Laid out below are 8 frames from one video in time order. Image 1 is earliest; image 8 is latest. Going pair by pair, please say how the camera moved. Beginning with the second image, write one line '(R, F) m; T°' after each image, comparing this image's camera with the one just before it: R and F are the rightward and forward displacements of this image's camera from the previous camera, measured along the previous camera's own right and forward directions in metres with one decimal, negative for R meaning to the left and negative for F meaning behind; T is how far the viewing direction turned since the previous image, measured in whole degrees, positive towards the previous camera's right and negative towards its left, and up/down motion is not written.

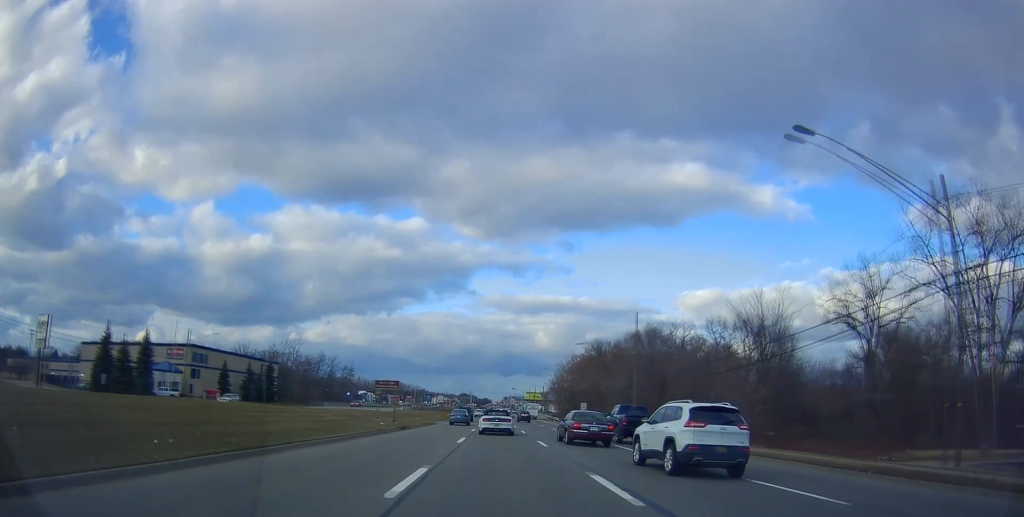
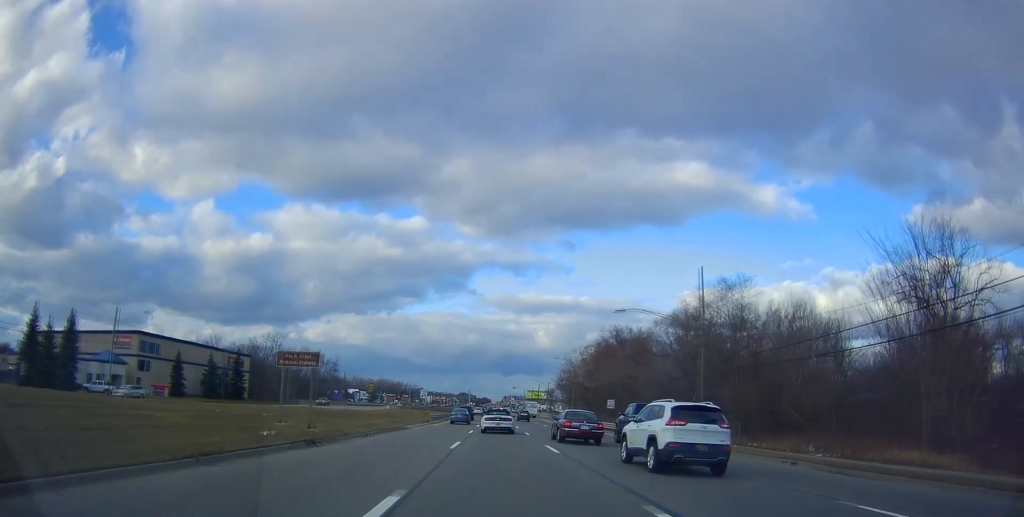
(-0.5, +19.5) m; 0°
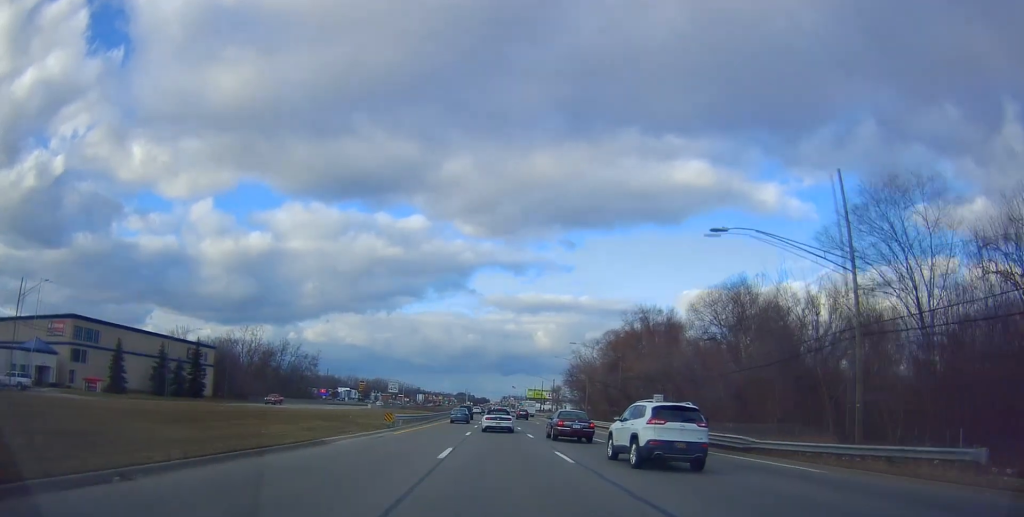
(+0.6, +18.7) m; +2°
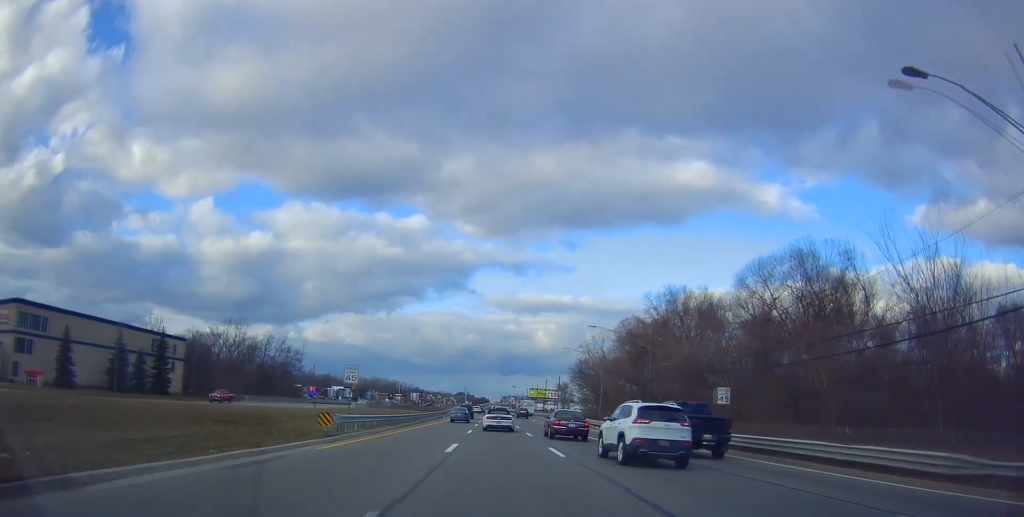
(0.0, +13.2) m; -1°
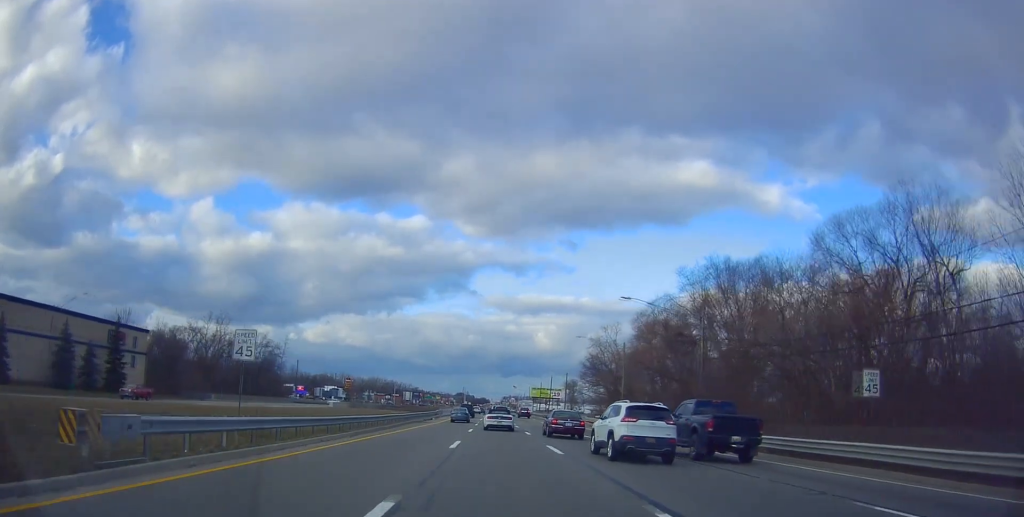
(-0.1, +14.0) m; 0°
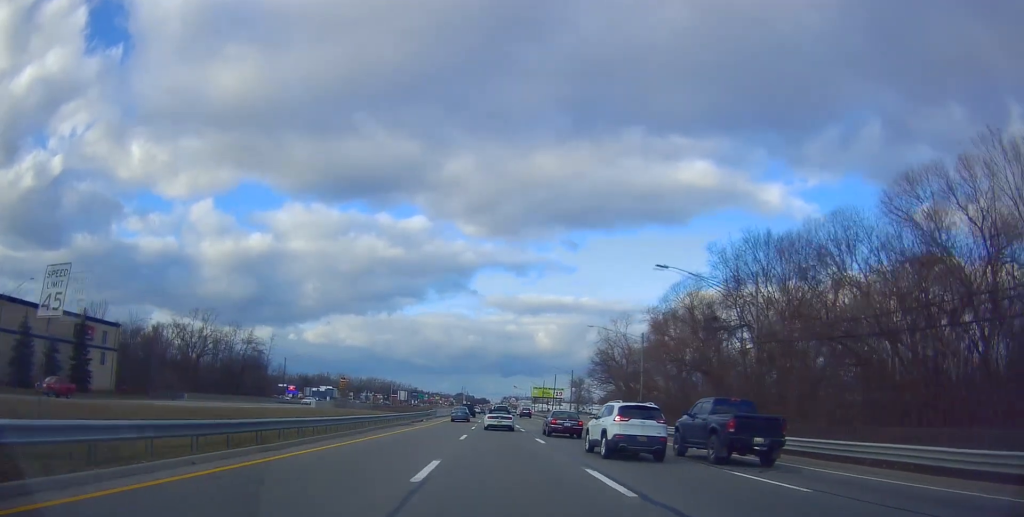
(-0.2, +9.2) m; 0°
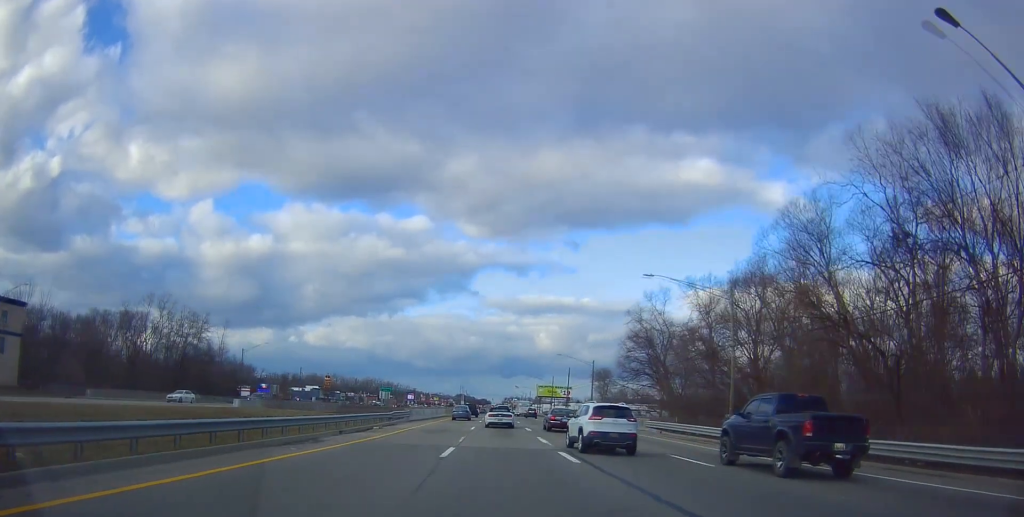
(+0.3, +24.7) m; -1°
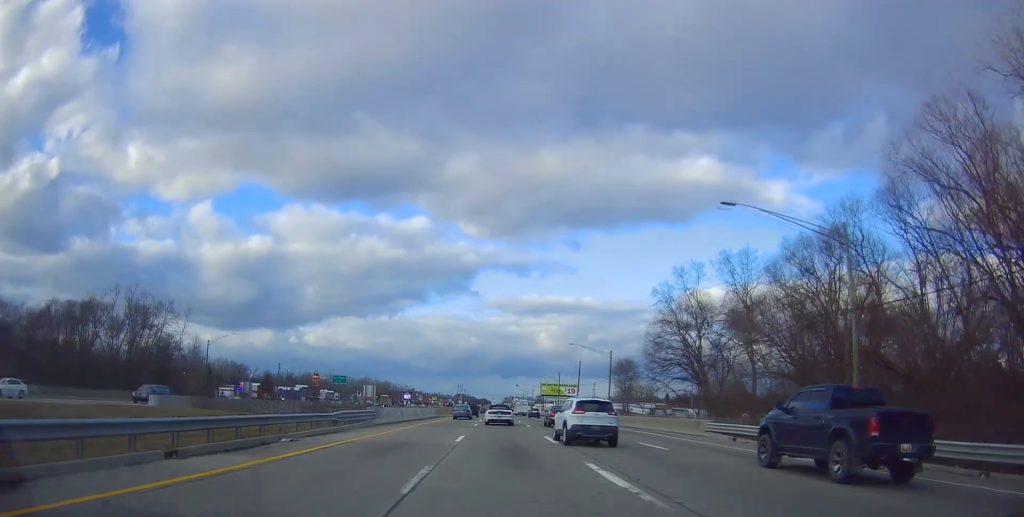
(-0.5, +14.8) m; 0°
